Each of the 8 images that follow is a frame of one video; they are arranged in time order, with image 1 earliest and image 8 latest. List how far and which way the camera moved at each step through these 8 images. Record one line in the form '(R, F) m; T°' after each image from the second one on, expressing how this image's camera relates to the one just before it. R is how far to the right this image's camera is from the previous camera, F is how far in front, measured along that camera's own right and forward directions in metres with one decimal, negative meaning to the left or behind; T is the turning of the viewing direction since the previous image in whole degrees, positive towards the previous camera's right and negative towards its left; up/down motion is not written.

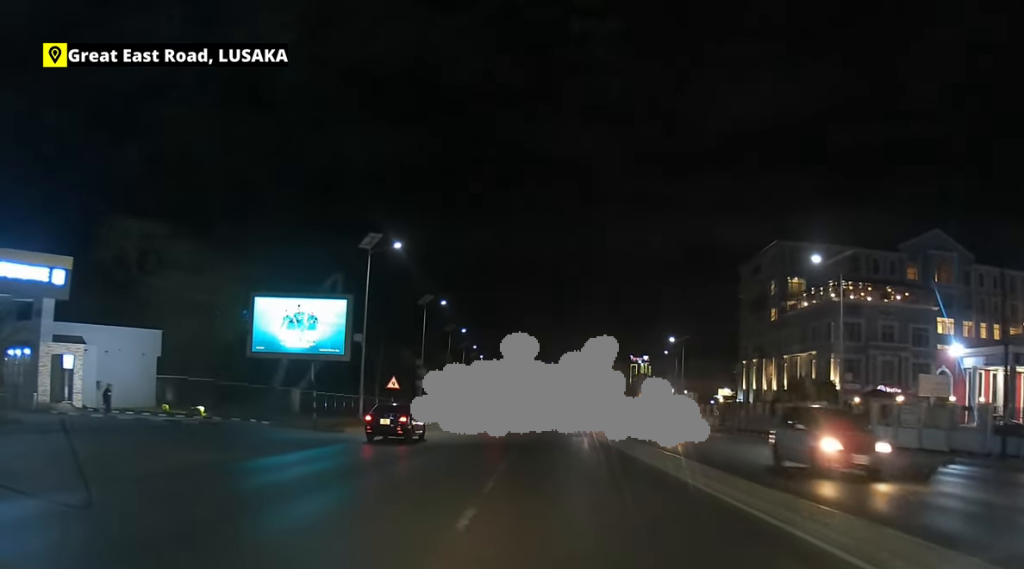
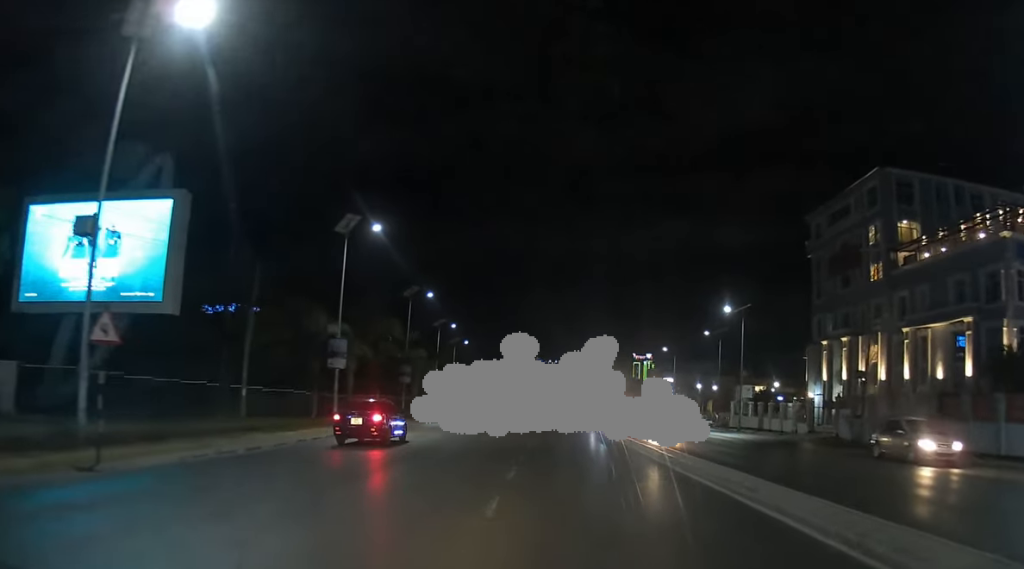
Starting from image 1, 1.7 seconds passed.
(-0.2, +29.7) m; 0°
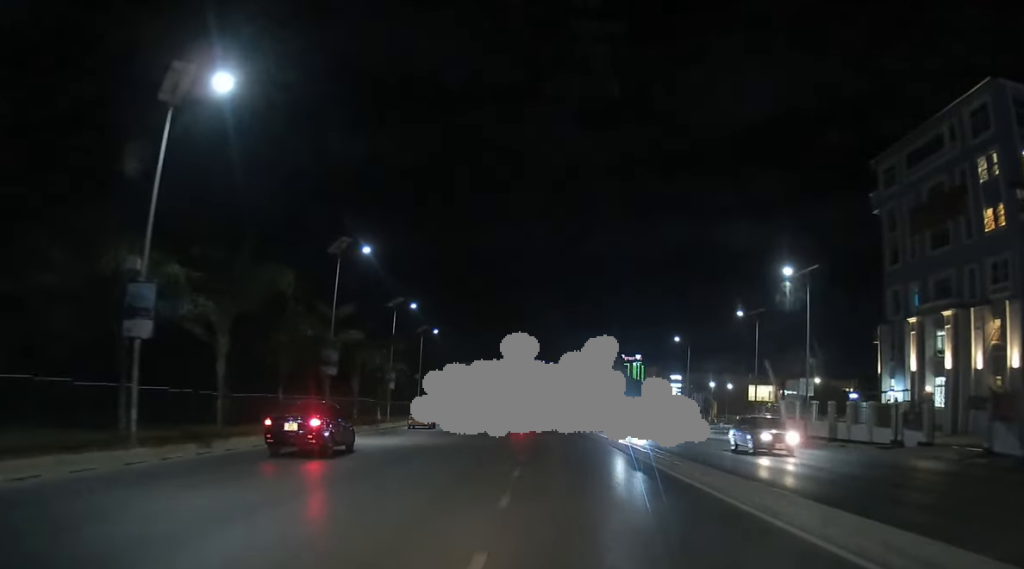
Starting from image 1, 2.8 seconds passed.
(+0.3, +20.9) m; +1°
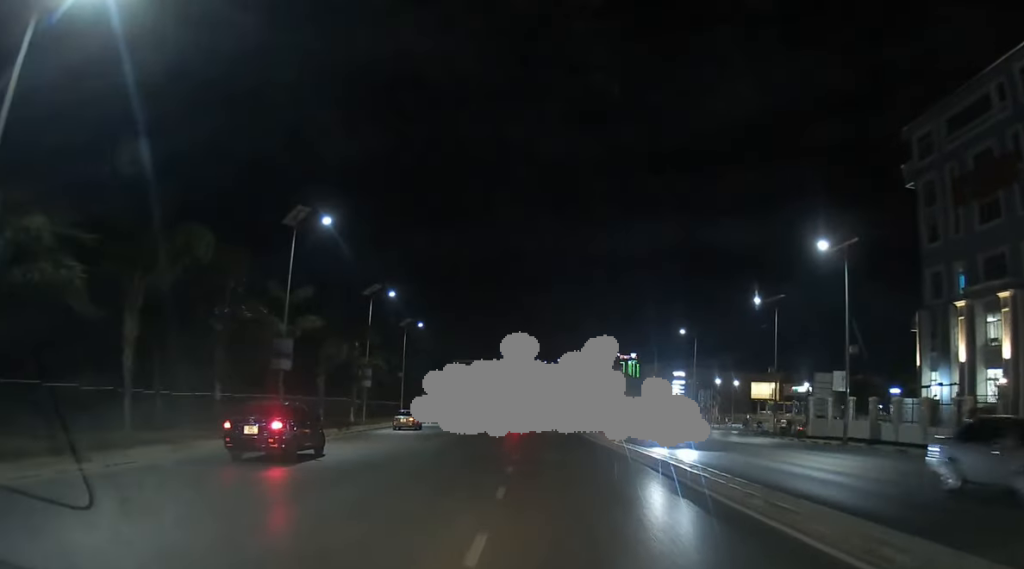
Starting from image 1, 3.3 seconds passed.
(+0.1, +7.7) m; 0°
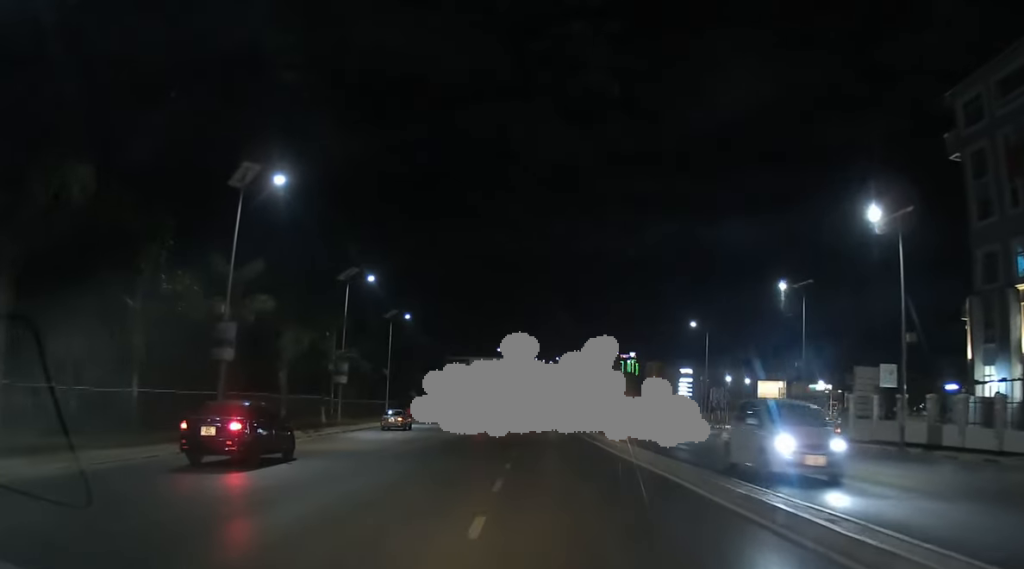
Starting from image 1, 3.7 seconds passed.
(-0.1, +7.4) m; 0°
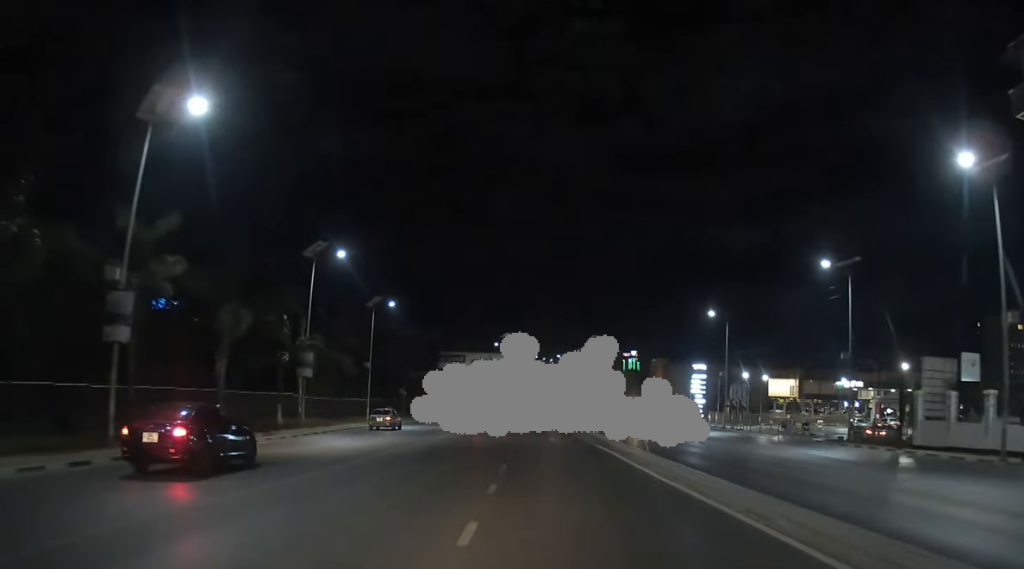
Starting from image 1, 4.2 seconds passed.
(-0.1, +8.9) m; 0°
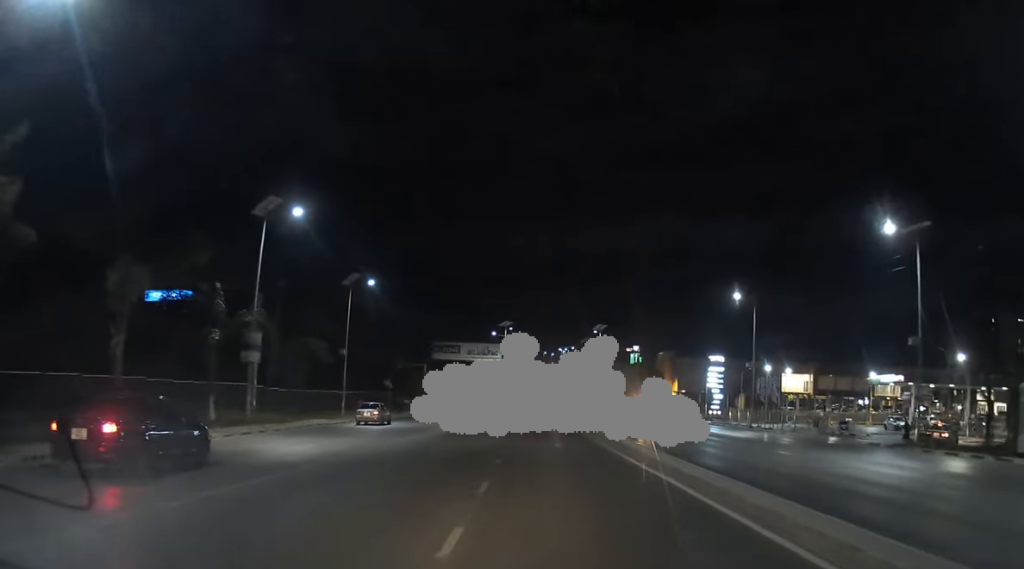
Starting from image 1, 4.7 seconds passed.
(+0.1, +9.5) m; 0°
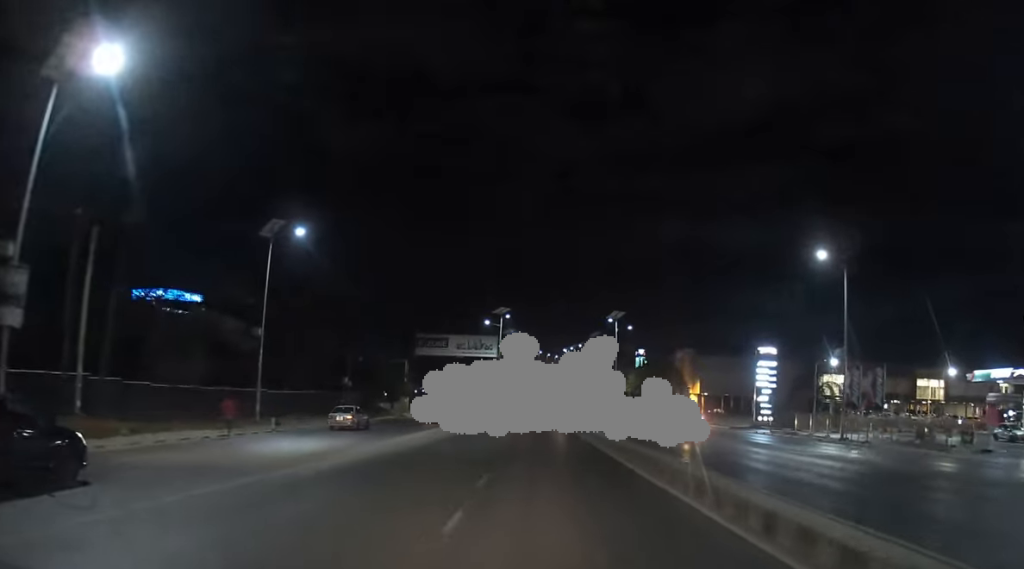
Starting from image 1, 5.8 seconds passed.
(-0.1, +20.1) m; 0°
